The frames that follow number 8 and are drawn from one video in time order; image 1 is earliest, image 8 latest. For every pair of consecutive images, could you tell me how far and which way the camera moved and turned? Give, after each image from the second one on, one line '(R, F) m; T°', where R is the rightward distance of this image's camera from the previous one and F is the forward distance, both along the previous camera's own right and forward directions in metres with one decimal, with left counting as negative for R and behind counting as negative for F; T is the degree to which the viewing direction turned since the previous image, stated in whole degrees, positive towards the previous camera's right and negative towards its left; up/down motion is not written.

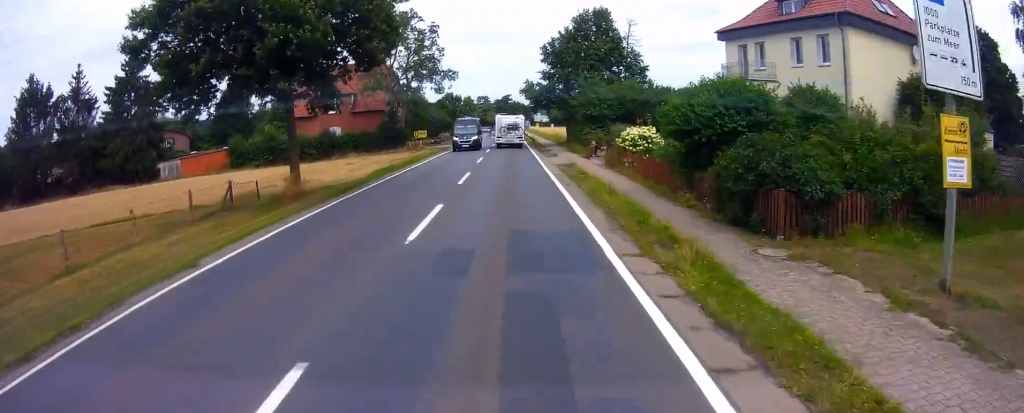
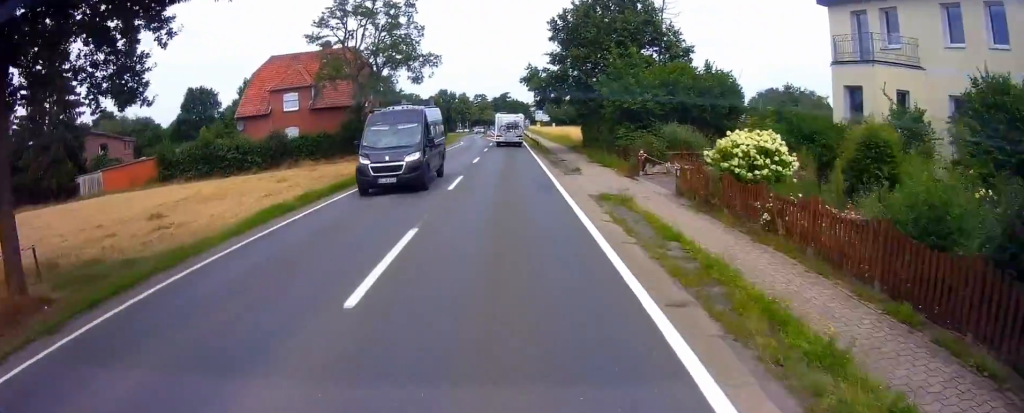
(-0.3, +12.5) m; -1°
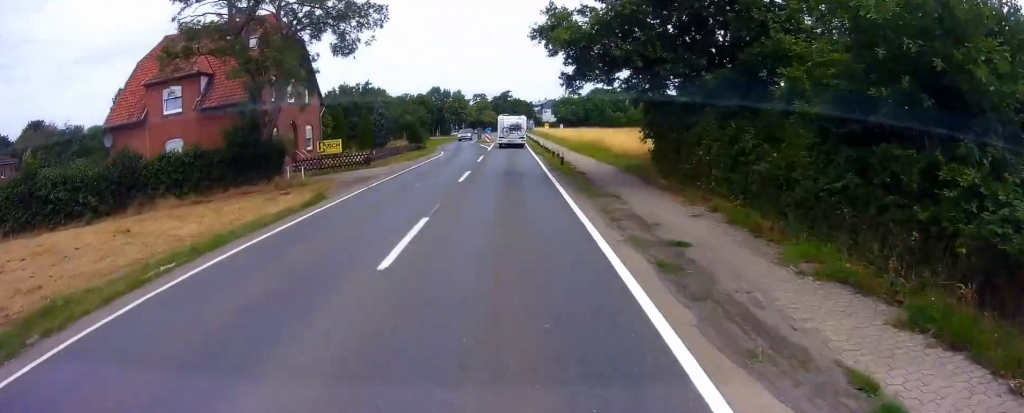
(+0.2, +20.1) m; 0°
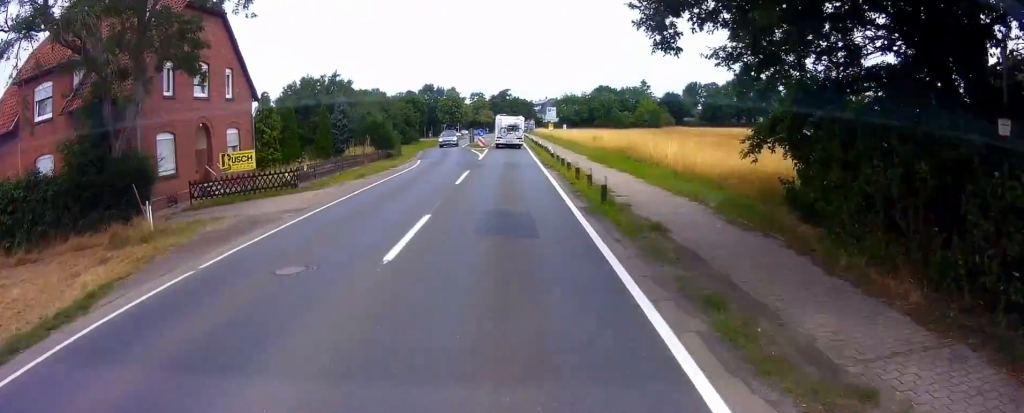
(-0.4, +11.4) m; 0°
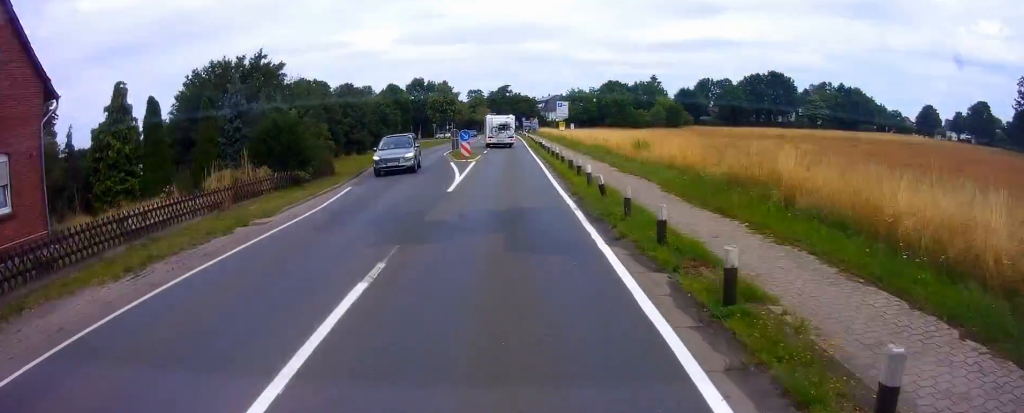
(+0.6, +15.8) m; +2°
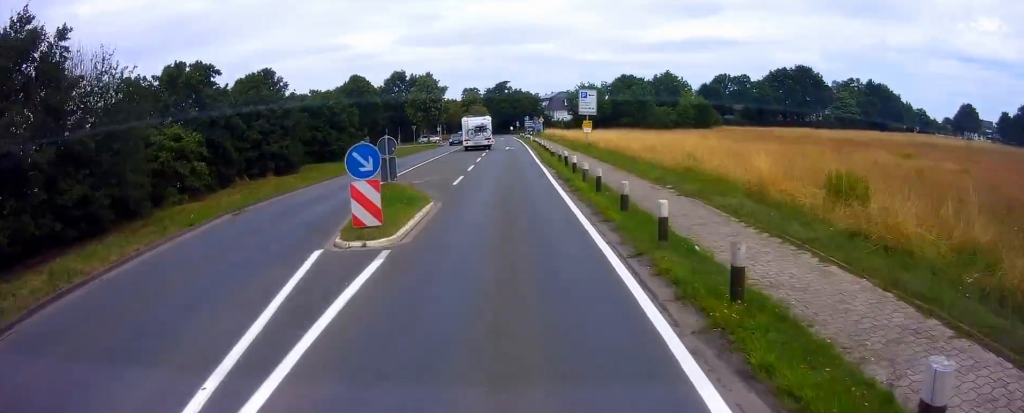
(+0.1, +20.5) m; 0°
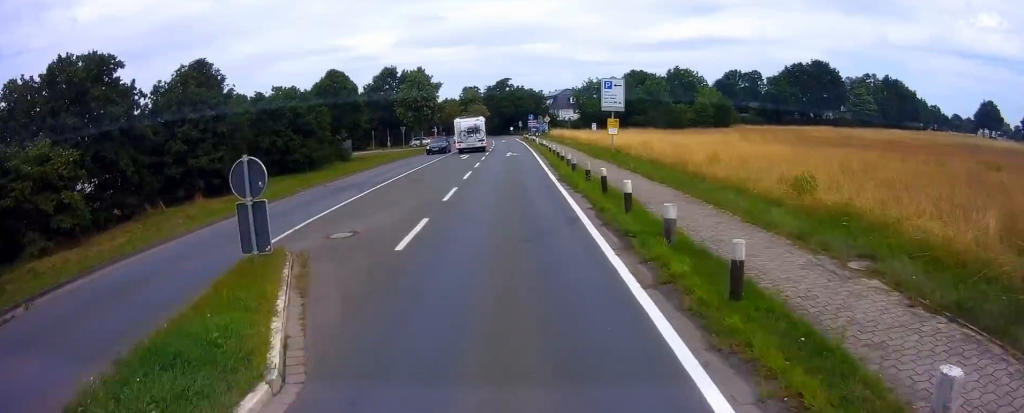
(0.0, +9.4) m; -2°
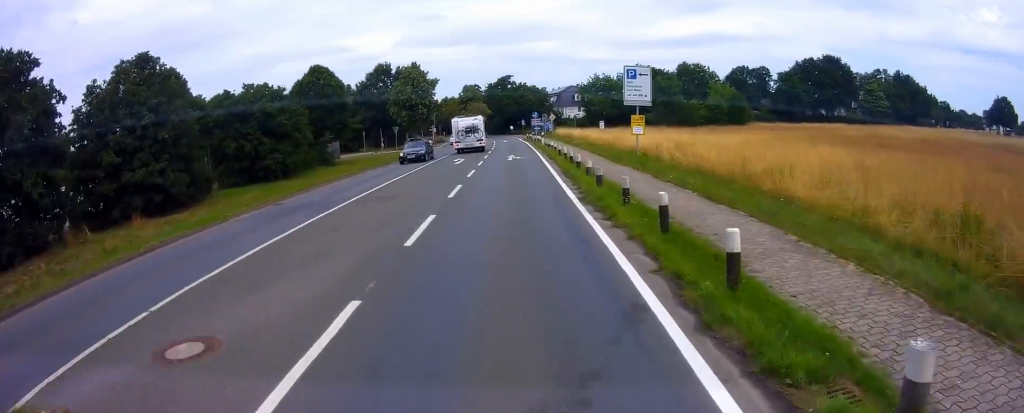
(0.0, +5.9) m; -1°
